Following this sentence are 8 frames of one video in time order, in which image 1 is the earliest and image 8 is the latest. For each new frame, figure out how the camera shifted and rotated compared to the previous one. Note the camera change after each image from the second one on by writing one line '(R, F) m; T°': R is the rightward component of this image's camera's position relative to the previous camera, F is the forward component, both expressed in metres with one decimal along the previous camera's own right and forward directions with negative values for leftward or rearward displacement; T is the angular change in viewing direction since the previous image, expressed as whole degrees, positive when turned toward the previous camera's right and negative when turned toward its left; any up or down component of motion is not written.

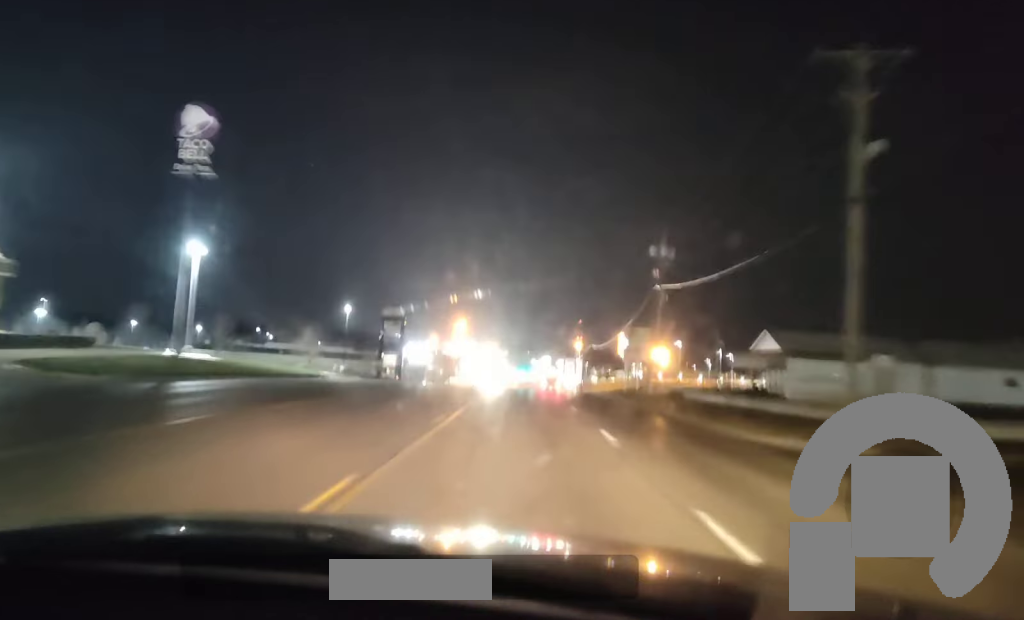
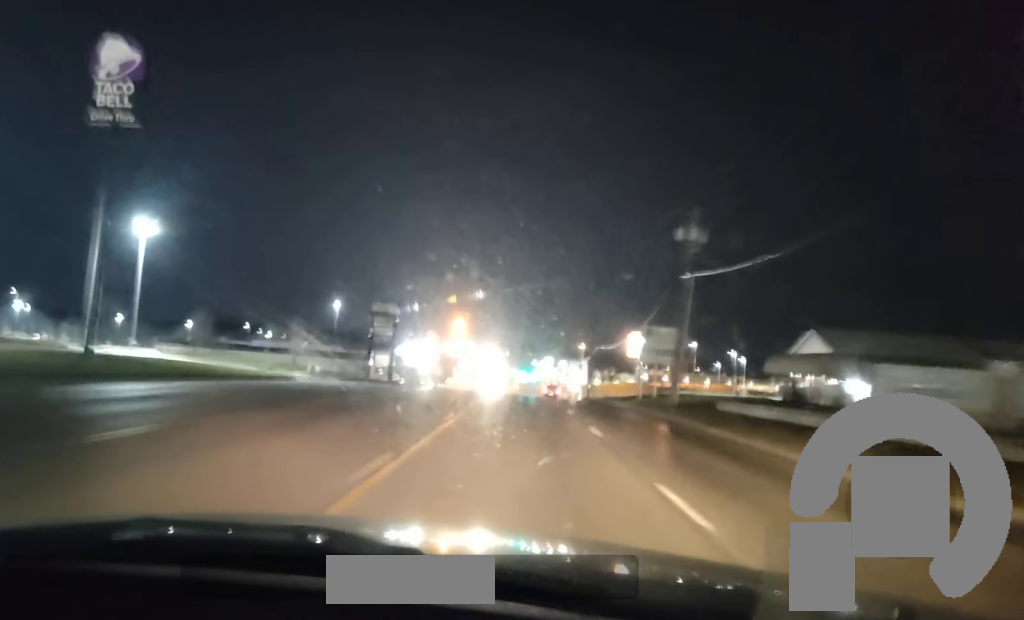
(-0.1, +8.5) m; 0°
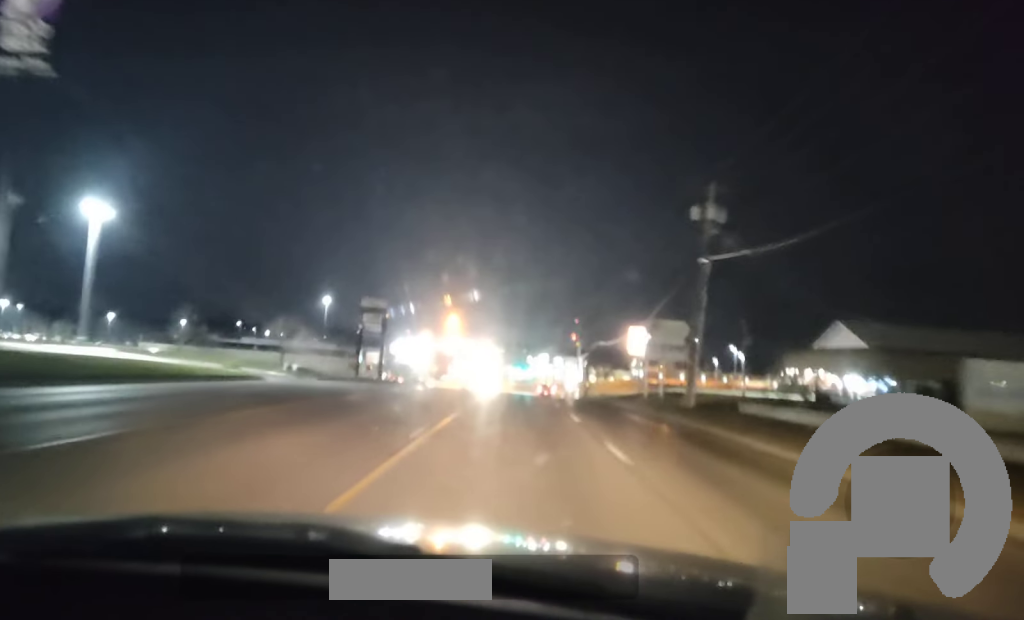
(0.0, +6.1) m; 0°
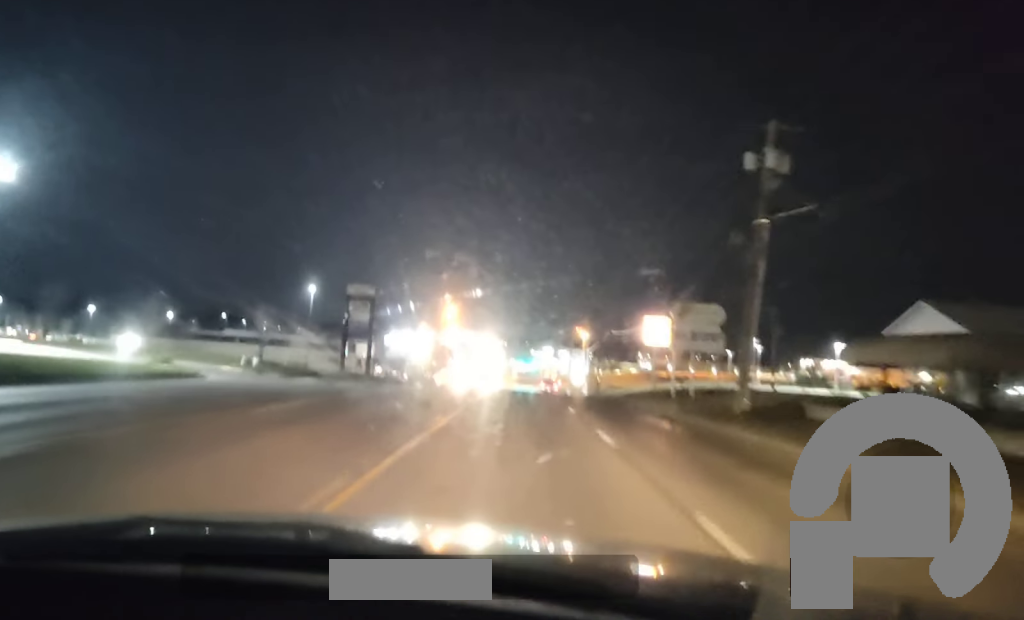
(0.0, +9.1) m; 0°
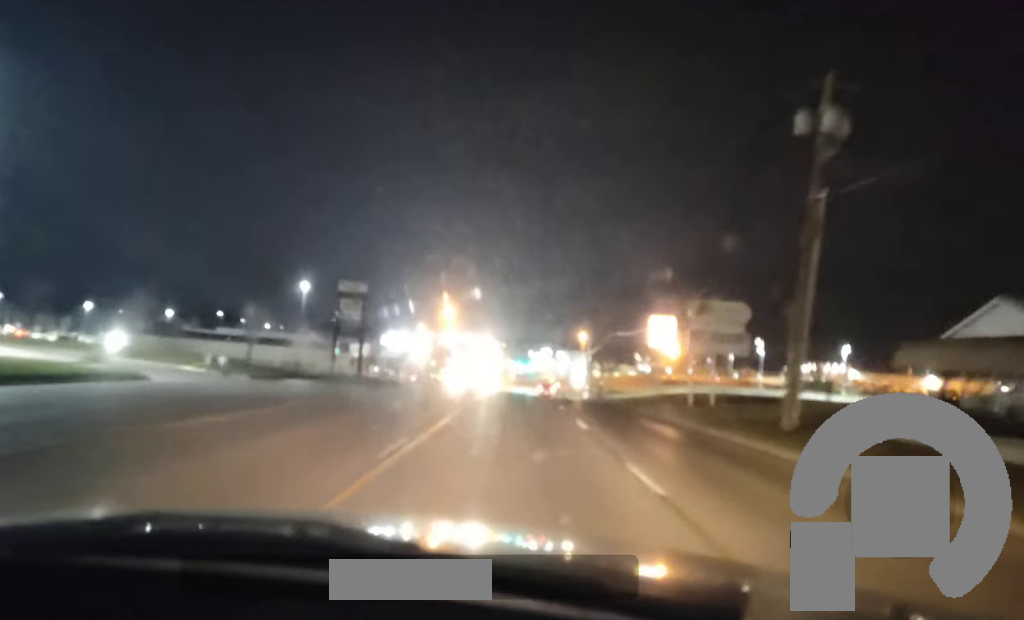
(0.0, +6.7) m; 0°
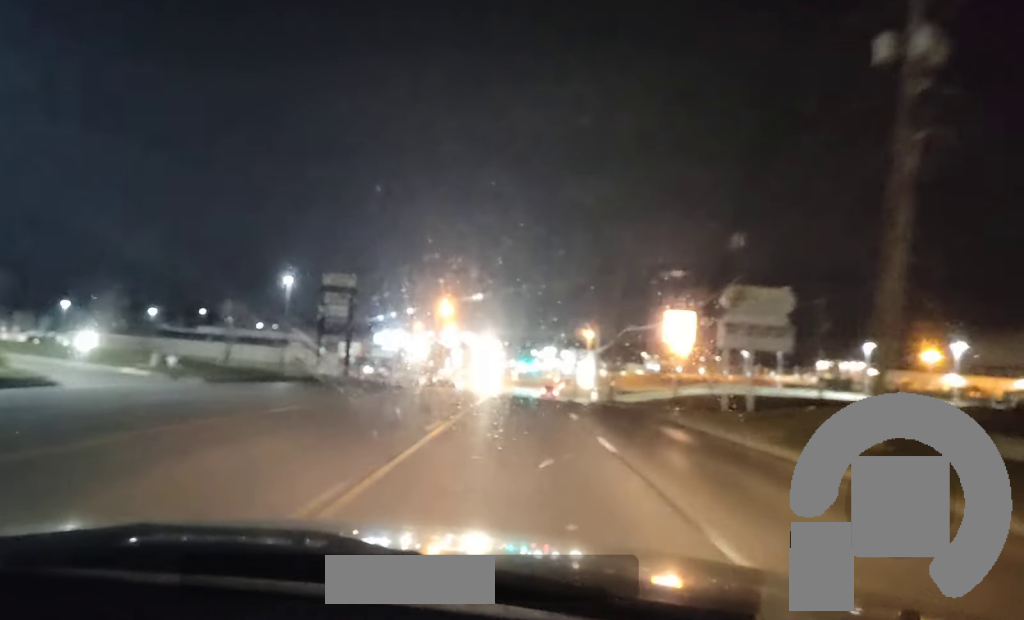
(0.0, +6.1) m; 0°
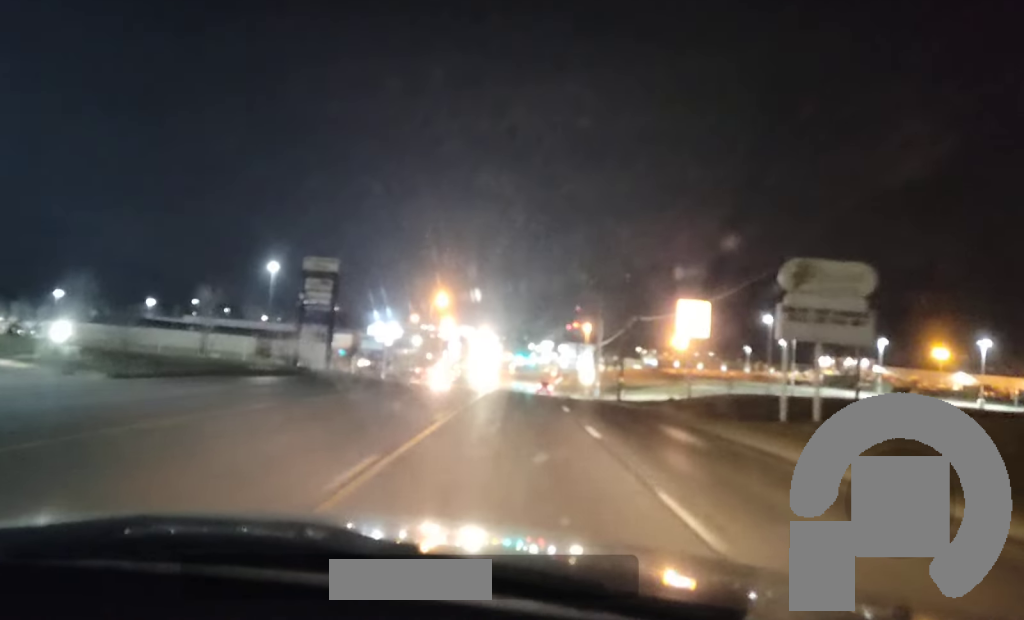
(+0.1, +9.2) m; +1°
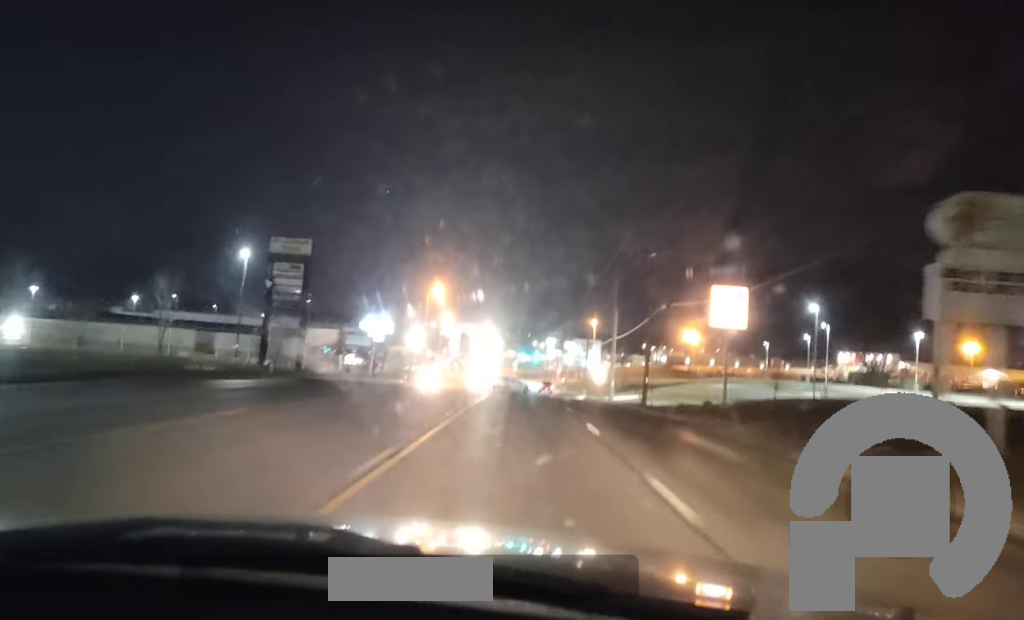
(+0.1, +11.1) m; 0°
